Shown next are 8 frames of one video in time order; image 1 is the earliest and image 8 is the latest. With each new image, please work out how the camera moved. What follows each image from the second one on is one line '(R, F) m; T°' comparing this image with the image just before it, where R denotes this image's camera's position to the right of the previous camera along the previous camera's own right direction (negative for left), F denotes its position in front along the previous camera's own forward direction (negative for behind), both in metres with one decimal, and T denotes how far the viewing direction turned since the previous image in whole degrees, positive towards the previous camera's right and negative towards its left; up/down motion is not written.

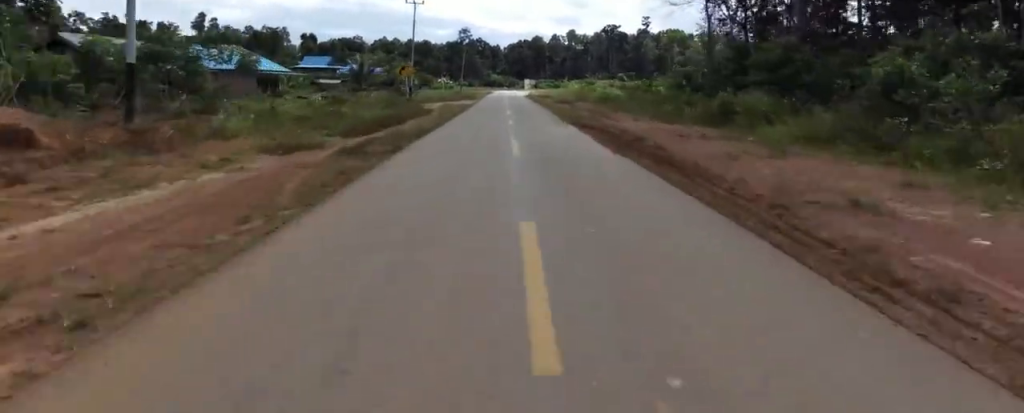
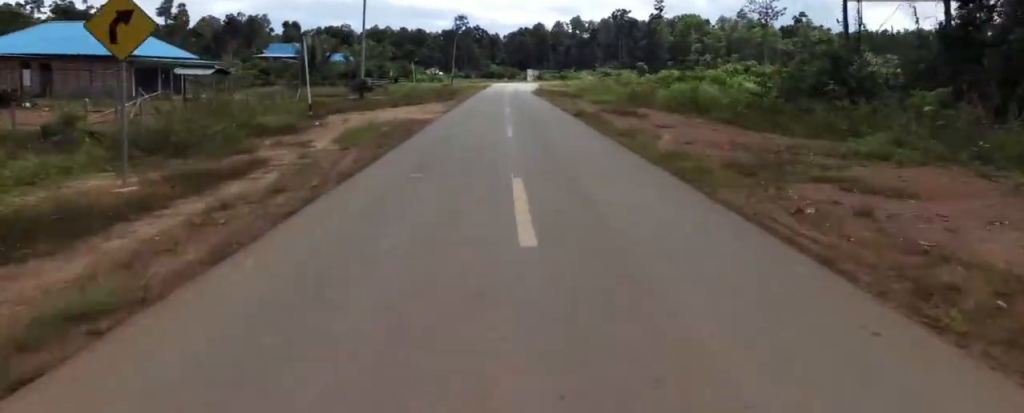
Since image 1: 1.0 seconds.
(-0.2, +23.2) m; -1°
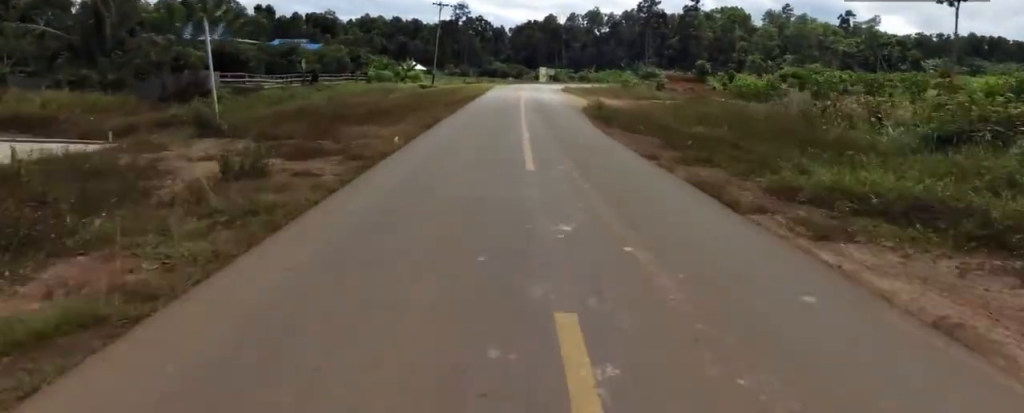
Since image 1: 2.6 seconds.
(0.0, +36.0) m; 0°
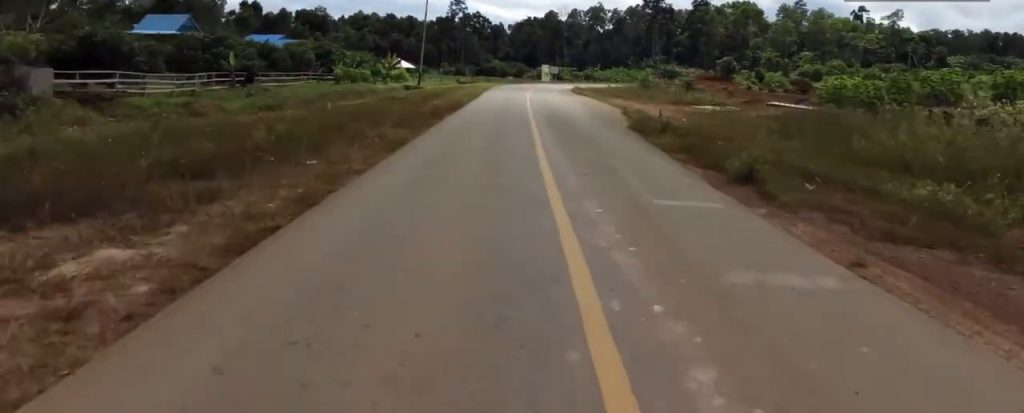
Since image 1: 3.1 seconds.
(0.0, +11.2) m; 0°
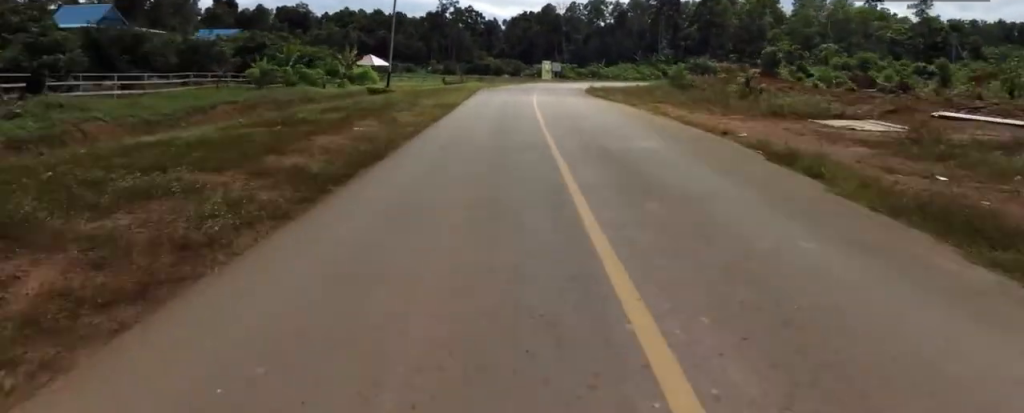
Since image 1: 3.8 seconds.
(0.0, +16.5) m; +2°
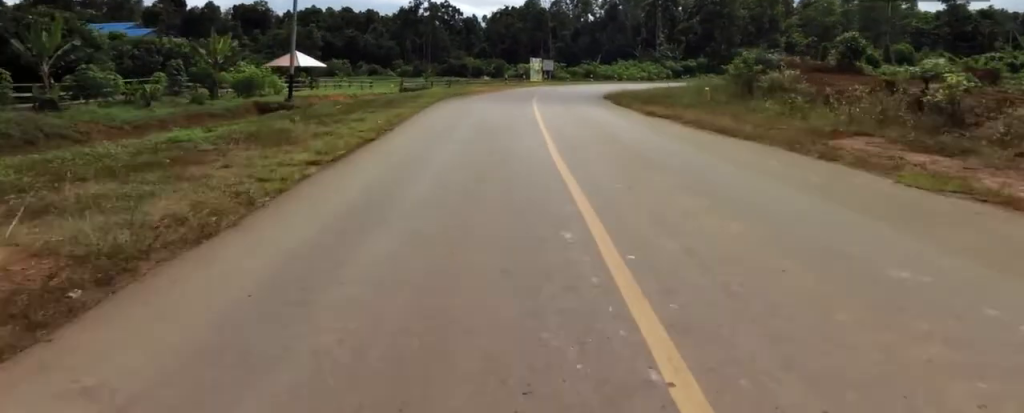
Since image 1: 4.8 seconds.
(+0.7, +19.6) m; +2°
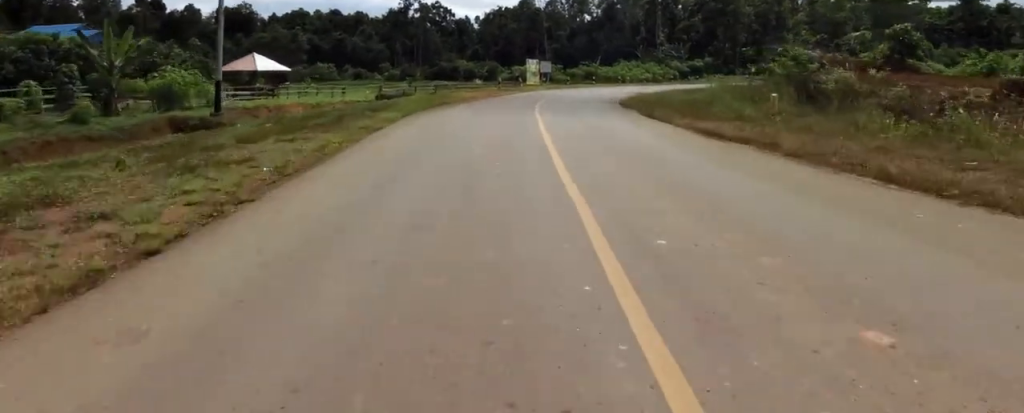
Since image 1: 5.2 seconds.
(+0.4, +7.8) m; +1°
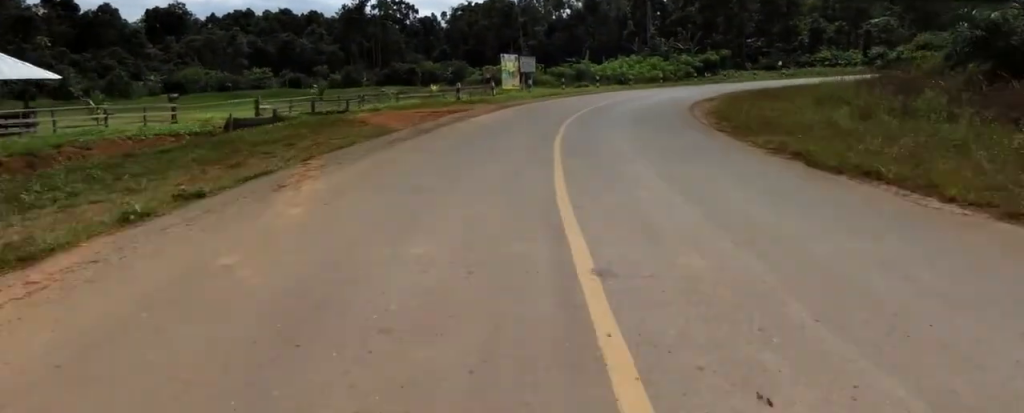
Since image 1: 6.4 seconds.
(-0.5, +20.9) m; 0°
